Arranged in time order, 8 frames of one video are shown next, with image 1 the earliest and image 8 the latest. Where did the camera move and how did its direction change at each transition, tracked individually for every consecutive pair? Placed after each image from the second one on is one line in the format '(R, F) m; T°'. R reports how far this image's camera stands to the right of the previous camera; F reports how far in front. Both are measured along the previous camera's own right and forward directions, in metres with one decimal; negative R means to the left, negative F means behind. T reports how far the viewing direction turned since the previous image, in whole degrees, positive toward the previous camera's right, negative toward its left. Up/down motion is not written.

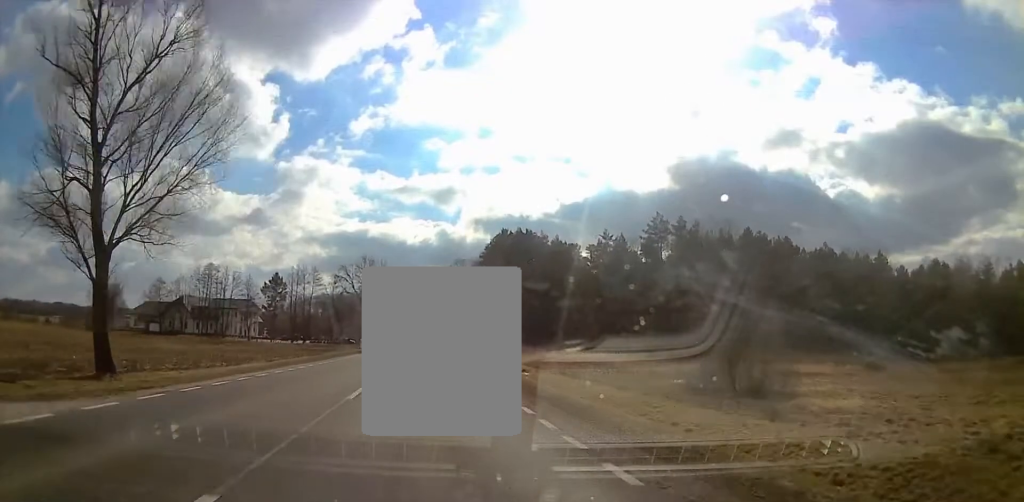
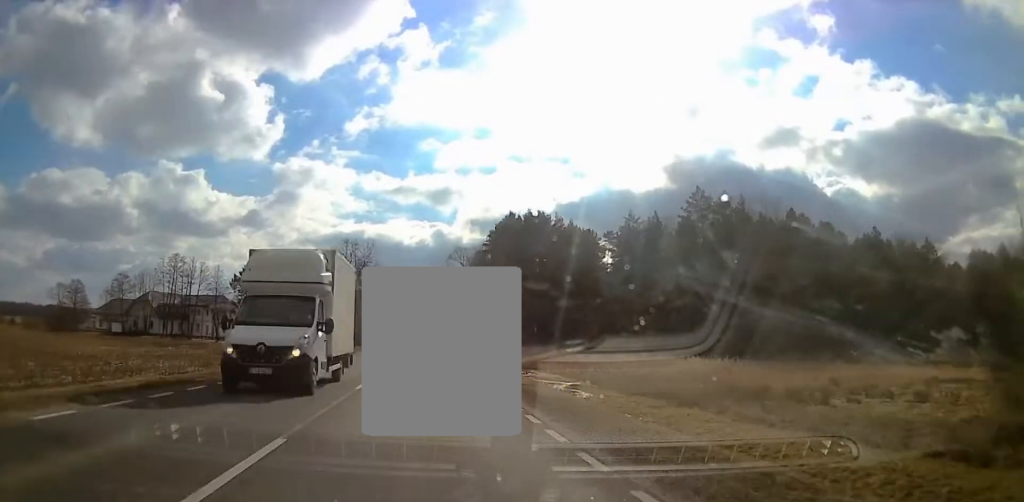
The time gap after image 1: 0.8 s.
(+1.0, +20.6) m; +1°
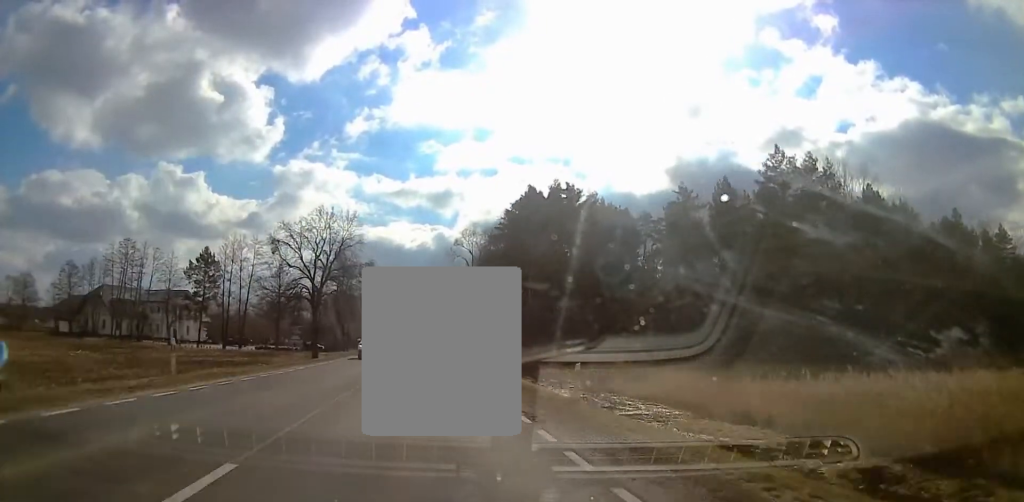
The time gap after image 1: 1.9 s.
(-0.8, +26.2) m; -1°
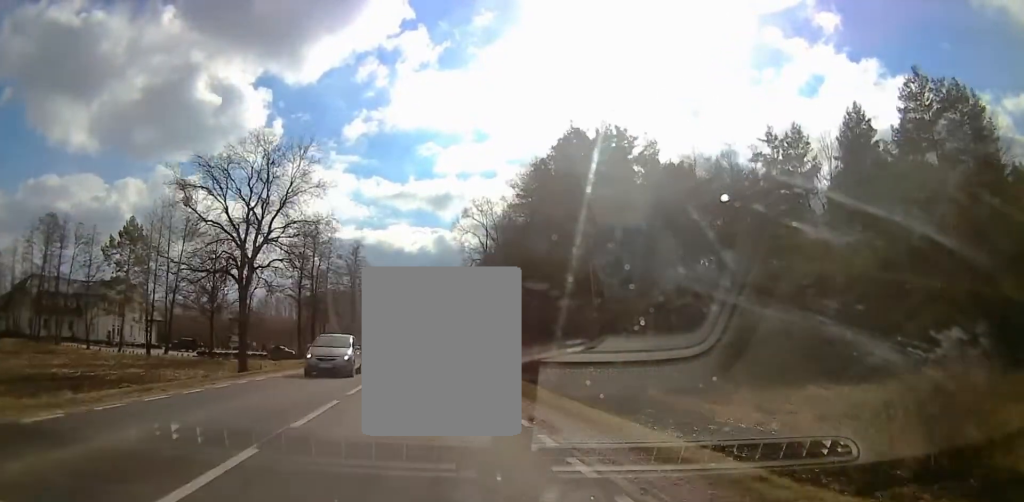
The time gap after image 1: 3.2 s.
(+0.6, +29.4) m; +1°
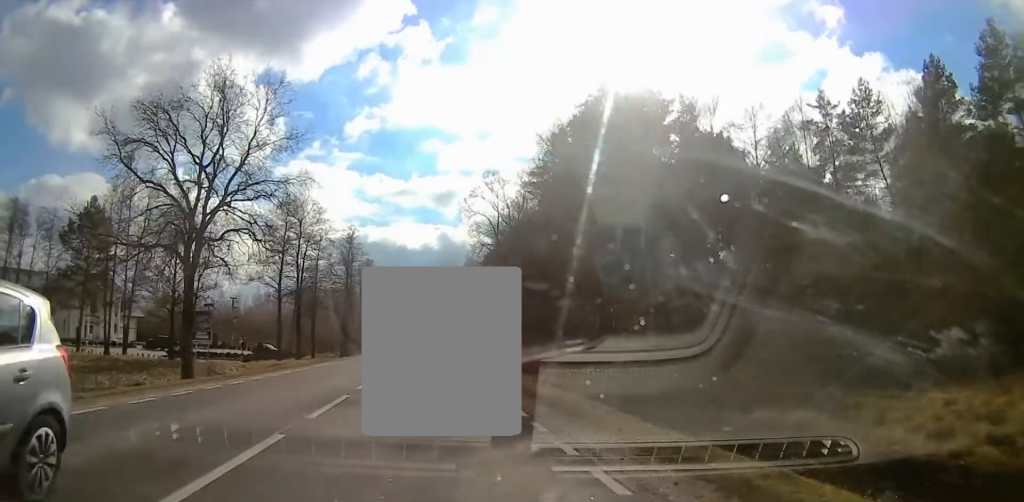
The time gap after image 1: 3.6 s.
(+0.1, +10.4) m; 0°
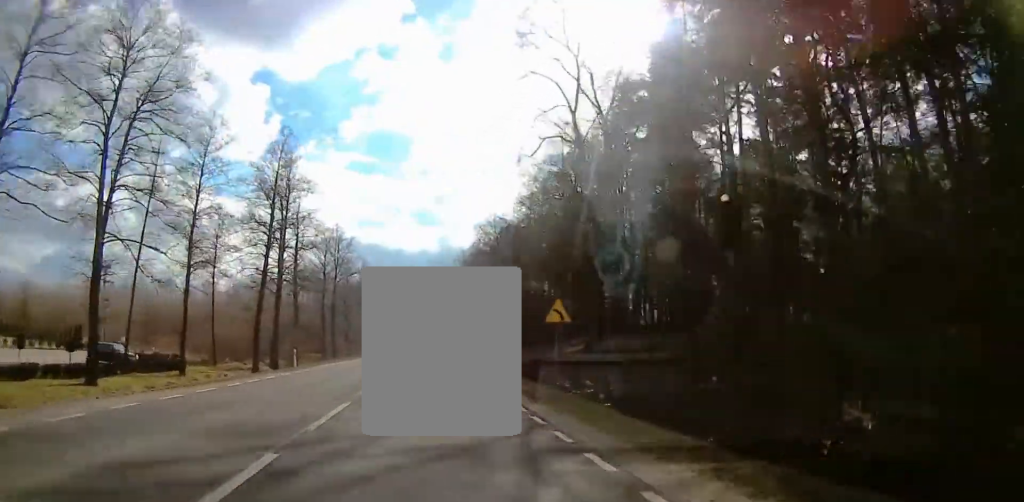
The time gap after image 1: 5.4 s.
(-0.3, +43.8) m; 0°
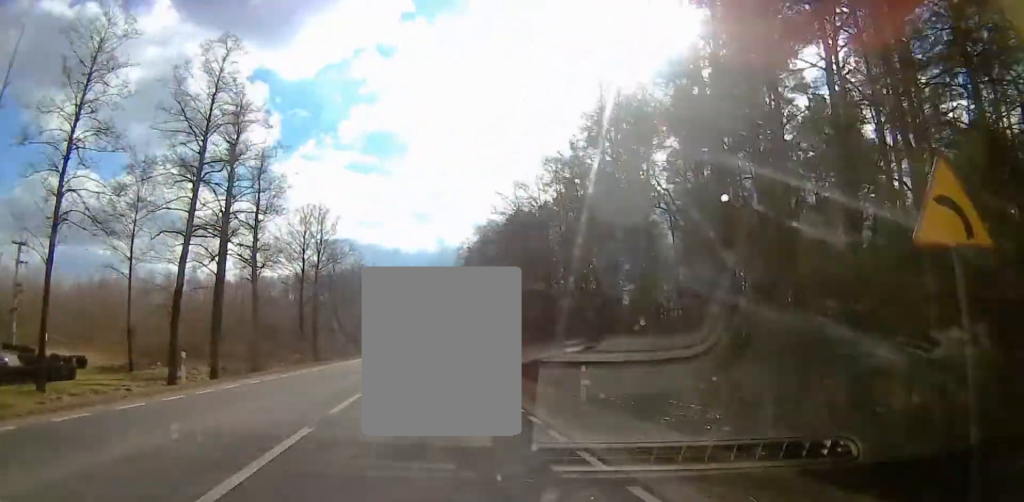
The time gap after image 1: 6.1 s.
(+0.1, +16.3) m; 0°
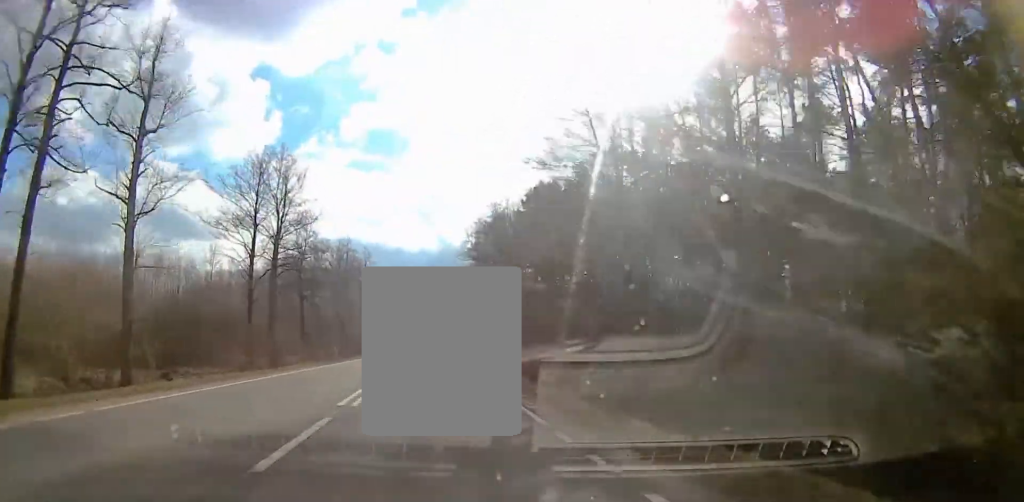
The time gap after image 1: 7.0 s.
(-0.3, +22.1) m; 0°
